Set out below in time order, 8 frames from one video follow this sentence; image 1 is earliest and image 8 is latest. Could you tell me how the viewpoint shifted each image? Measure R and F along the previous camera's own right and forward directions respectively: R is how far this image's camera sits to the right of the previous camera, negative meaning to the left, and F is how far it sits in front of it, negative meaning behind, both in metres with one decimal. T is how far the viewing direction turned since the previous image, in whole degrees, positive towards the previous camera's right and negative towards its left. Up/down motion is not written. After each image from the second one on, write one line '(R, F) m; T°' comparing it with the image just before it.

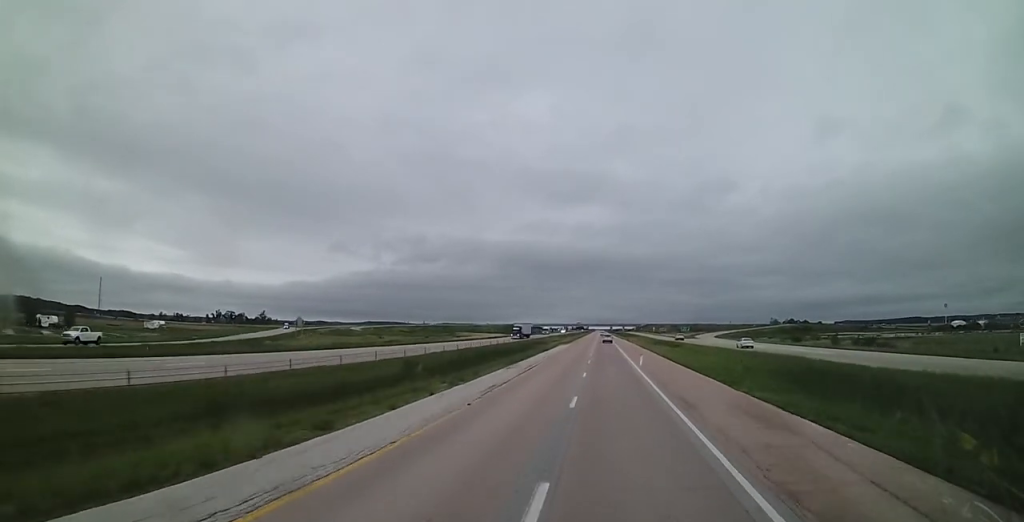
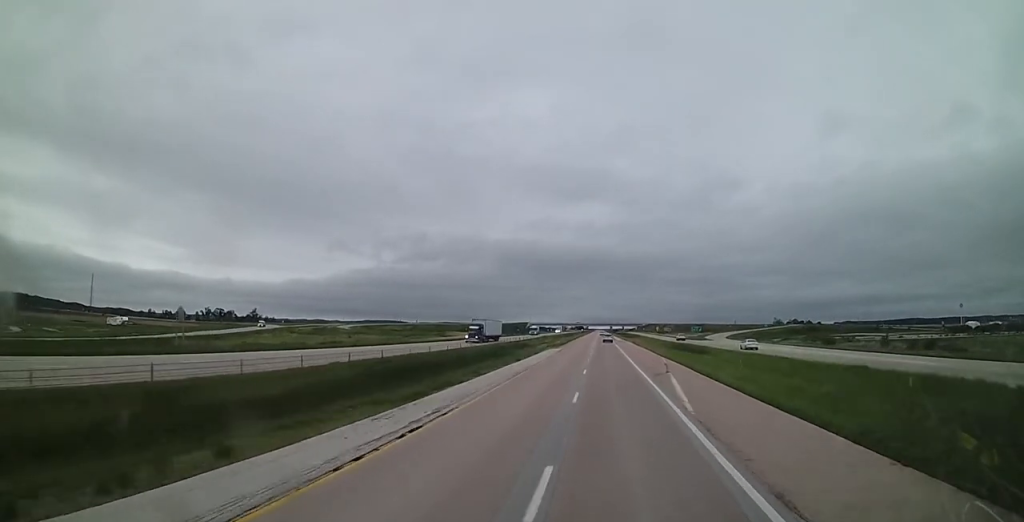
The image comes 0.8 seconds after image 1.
(0.0, +23.5) m; 0°
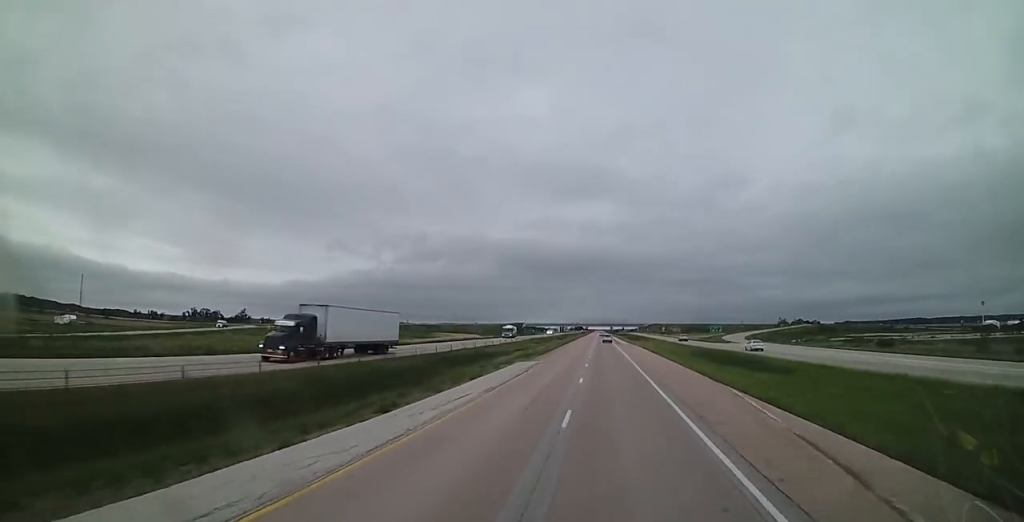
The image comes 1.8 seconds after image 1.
(0.0, +29.3) m; 0°
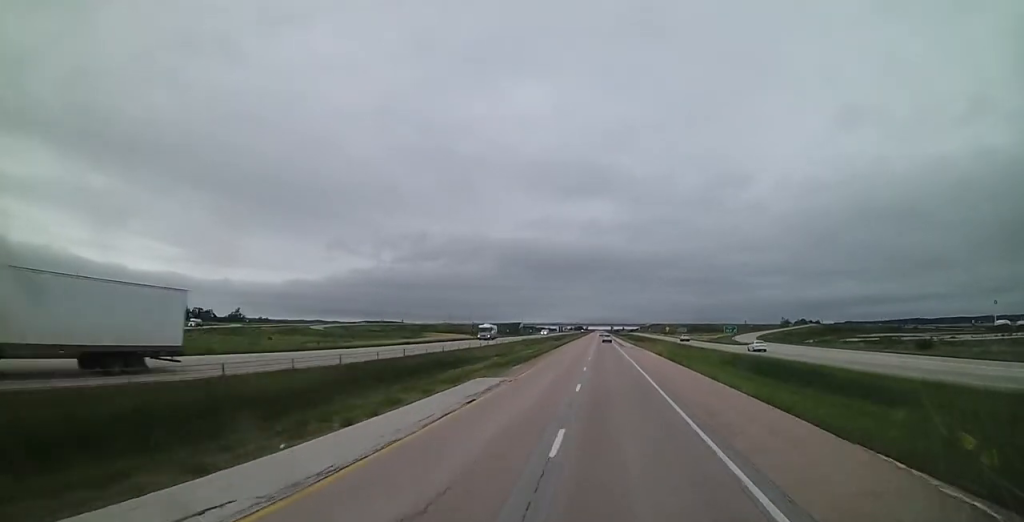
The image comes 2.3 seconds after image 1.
(0.0, +15.6) m; 0°
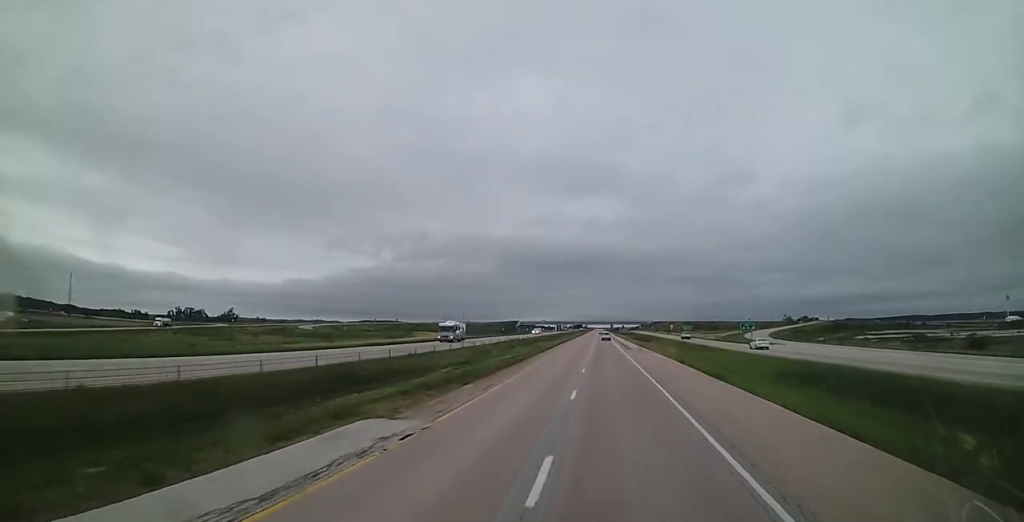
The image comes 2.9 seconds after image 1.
(0.0, +15.6) m; 0°
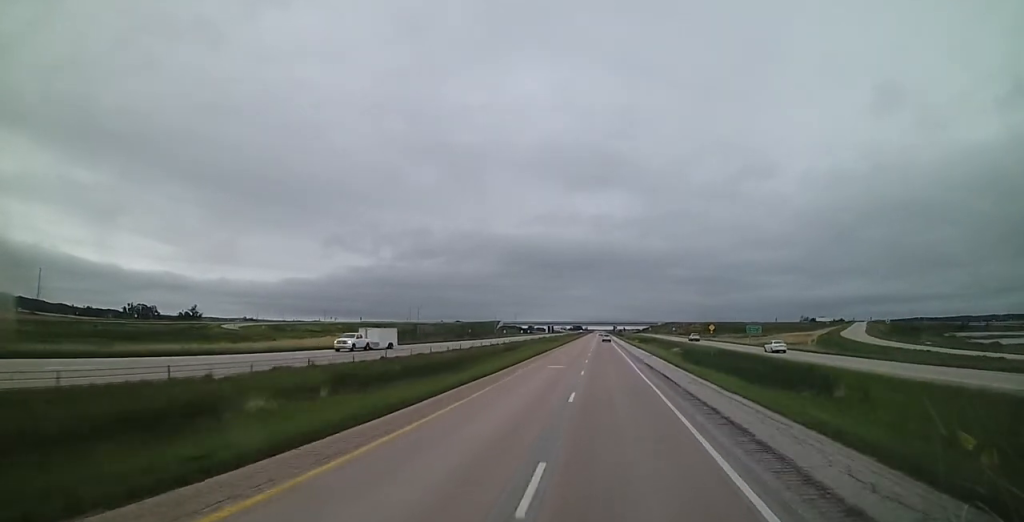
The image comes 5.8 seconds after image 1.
(+0.7, +86.2) m; +1°
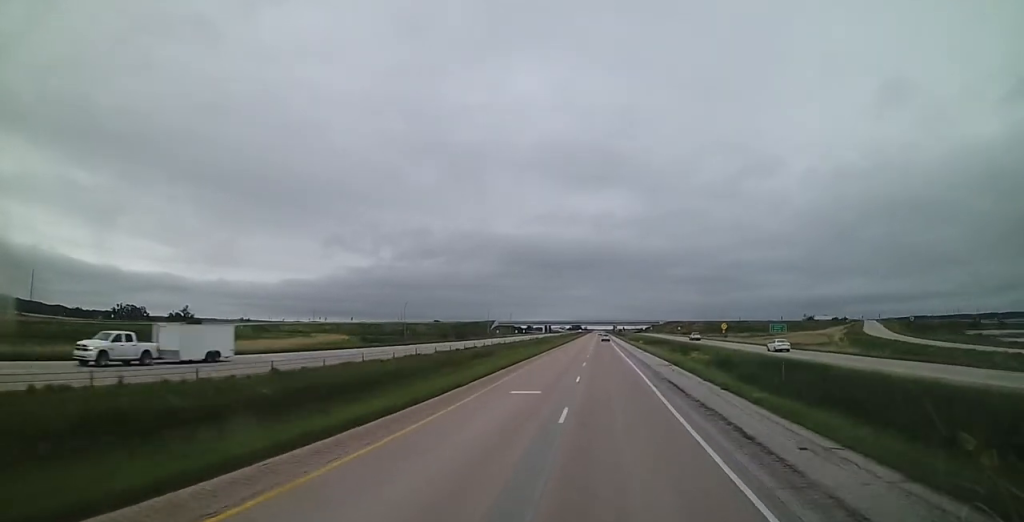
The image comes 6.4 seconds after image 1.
(-0.1, +16.4) m; 0°
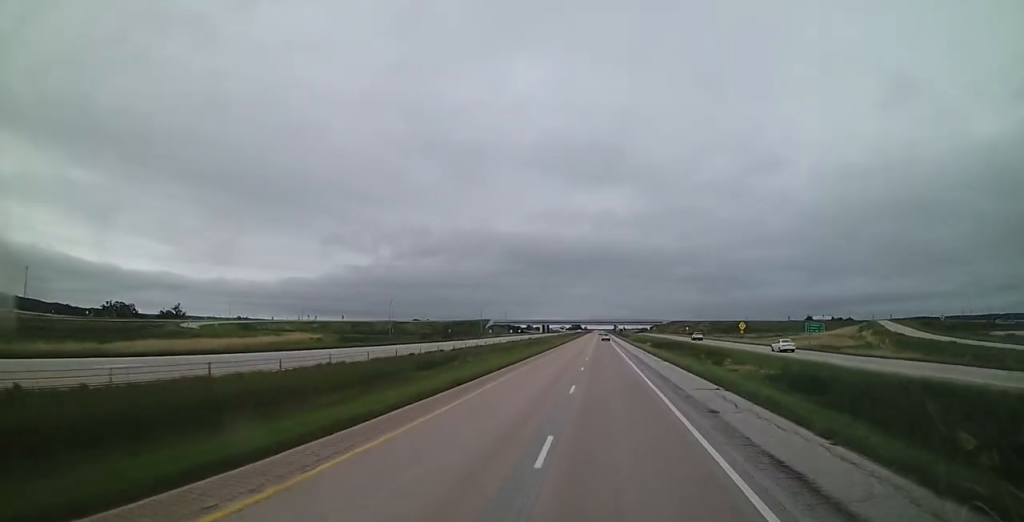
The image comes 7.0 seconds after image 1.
(-0.1, +17.4) m; 0°
